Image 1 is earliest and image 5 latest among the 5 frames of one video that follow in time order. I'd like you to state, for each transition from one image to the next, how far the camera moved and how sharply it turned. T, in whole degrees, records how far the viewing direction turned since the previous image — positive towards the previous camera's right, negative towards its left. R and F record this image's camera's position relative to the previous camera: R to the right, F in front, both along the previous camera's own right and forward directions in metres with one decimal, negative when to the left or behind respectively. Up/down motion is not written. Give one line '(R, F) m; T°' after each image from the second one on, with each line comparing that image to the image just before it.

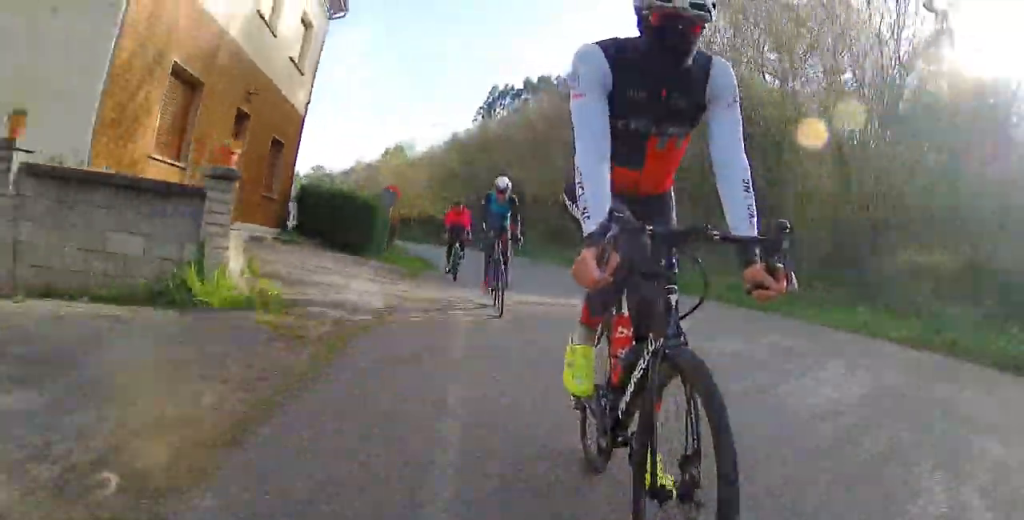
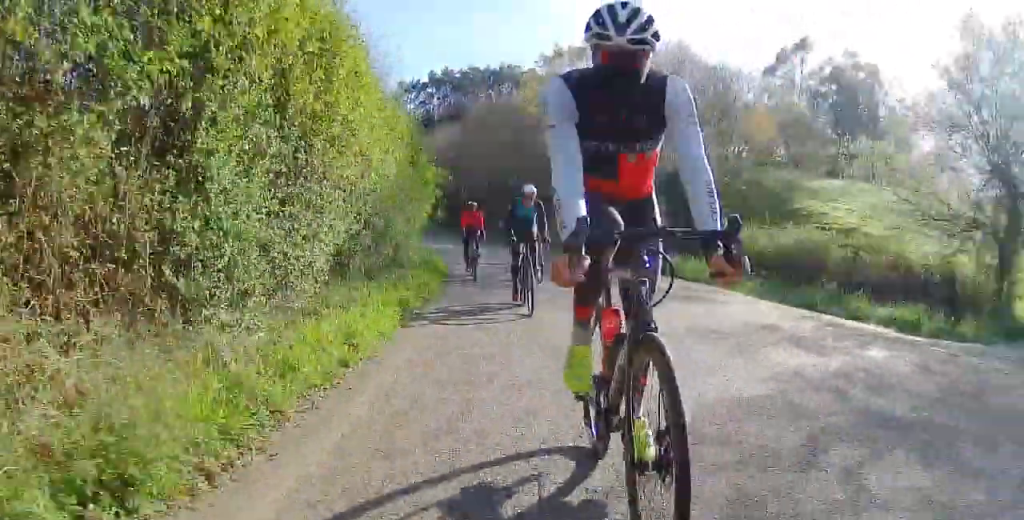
(+0.8, +18.2) m; +7°
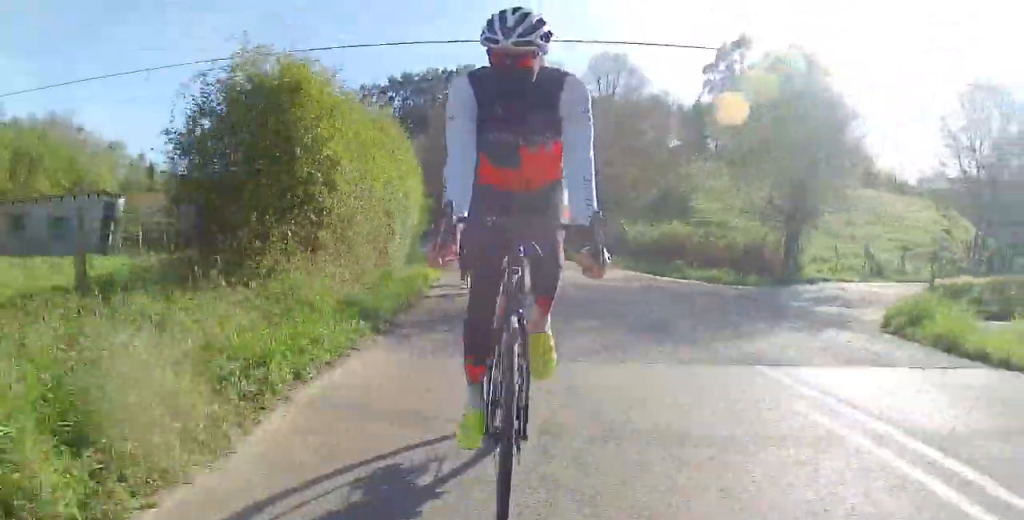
(+0.4, +9.9) m; +4°
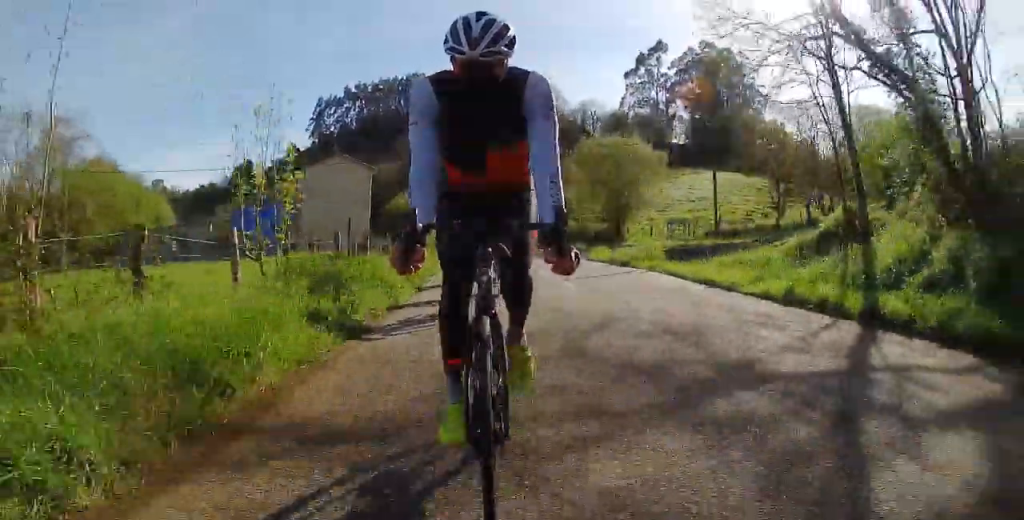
(+0.5, +21.6) m; +3°
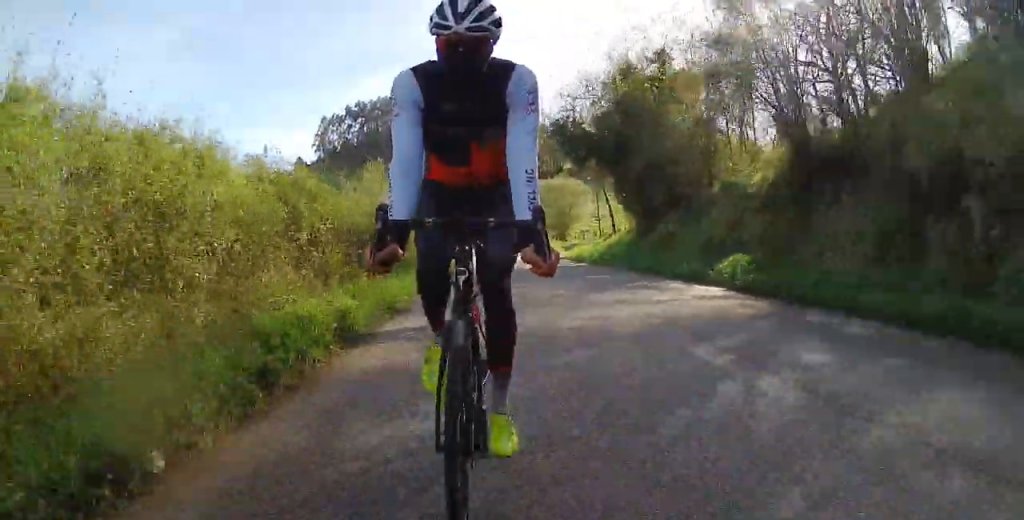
(+1.0, +29.2) m; +3°
